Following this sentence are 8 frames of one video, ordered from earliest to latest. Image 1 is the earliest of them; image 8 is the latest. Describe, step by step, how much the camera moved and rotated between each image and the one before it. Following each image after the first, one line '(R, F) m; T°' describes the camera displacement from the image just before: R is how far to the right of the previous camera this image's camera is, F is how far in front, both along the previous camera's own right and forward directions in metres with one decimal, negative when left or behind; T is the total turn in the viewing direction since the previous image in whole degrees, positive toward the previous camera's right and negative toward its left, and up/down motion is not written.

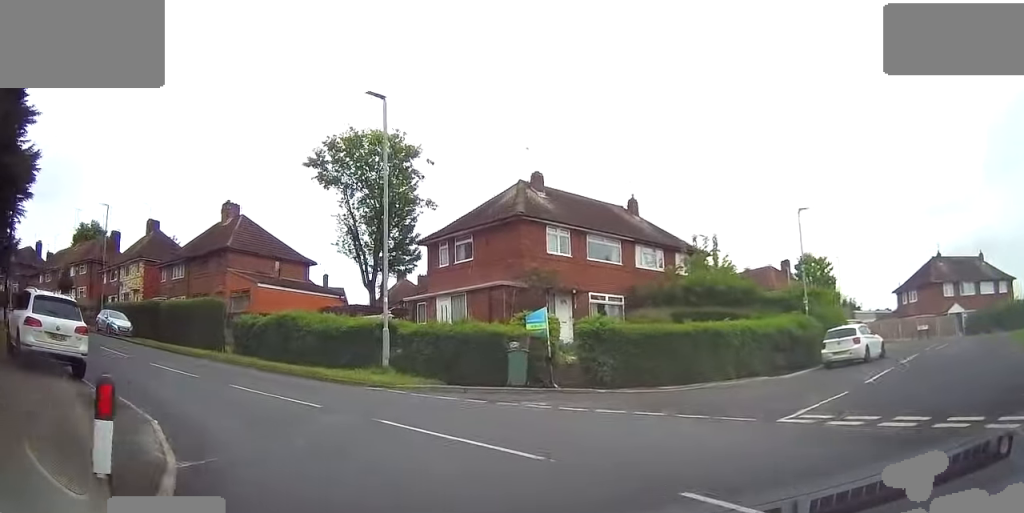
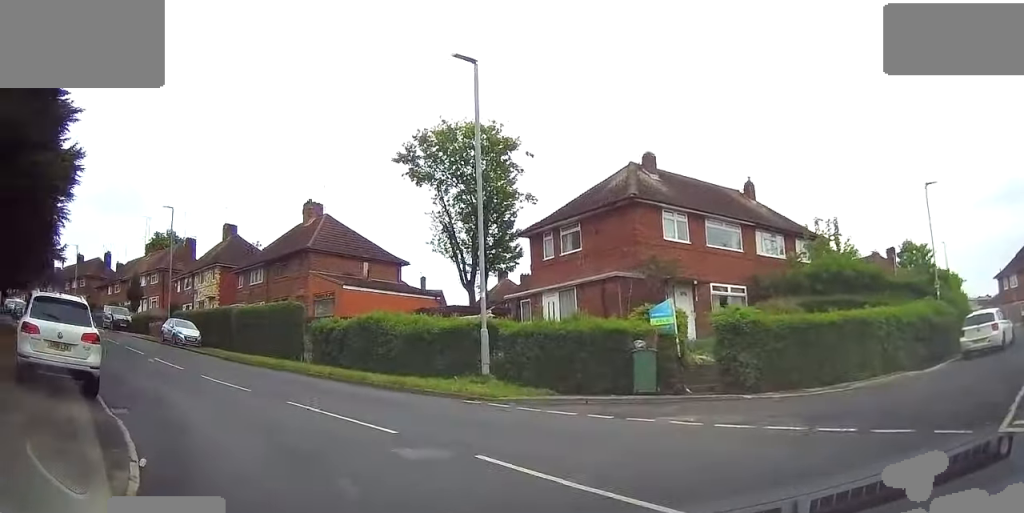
(-0.1, +3.1) m; -8°
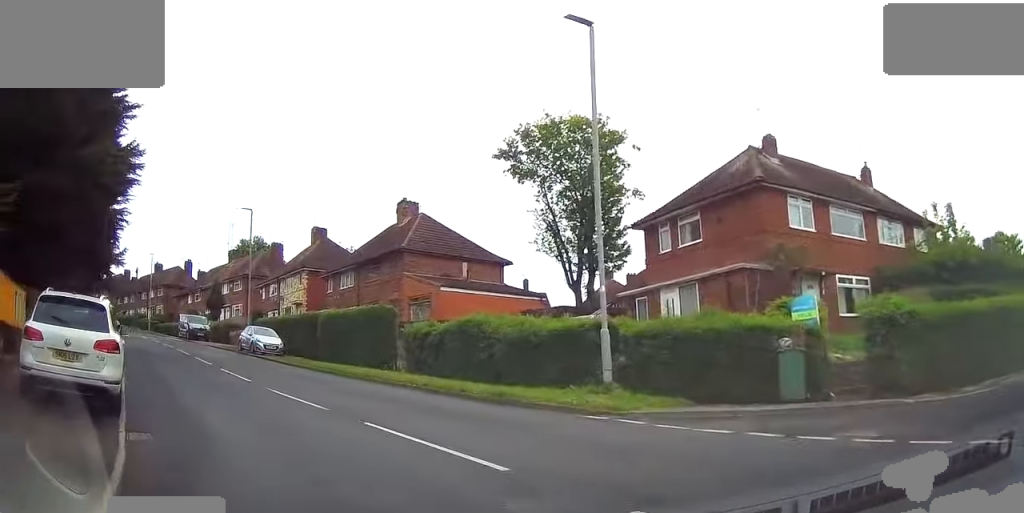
(-0.2, +2.4) m; -9°
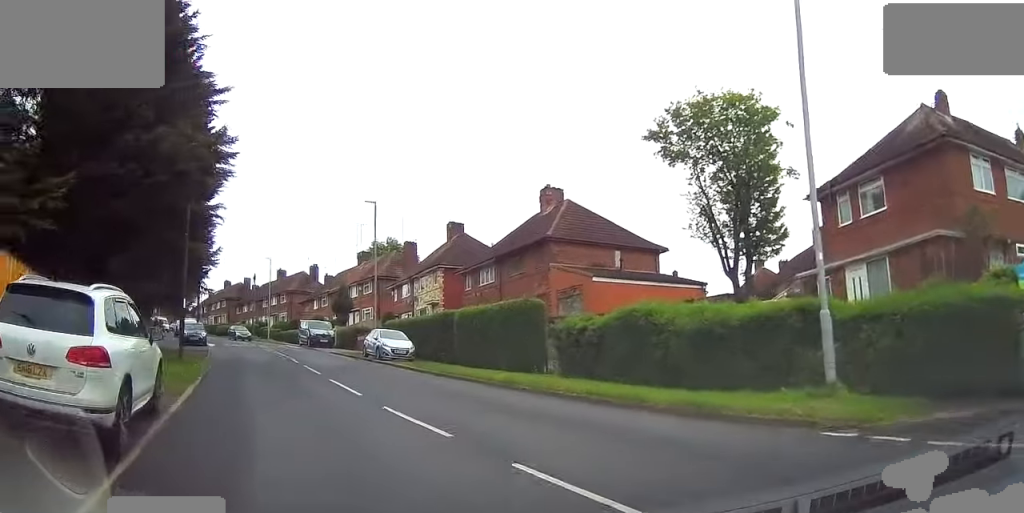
(-0.4, +3.4) m; -10°
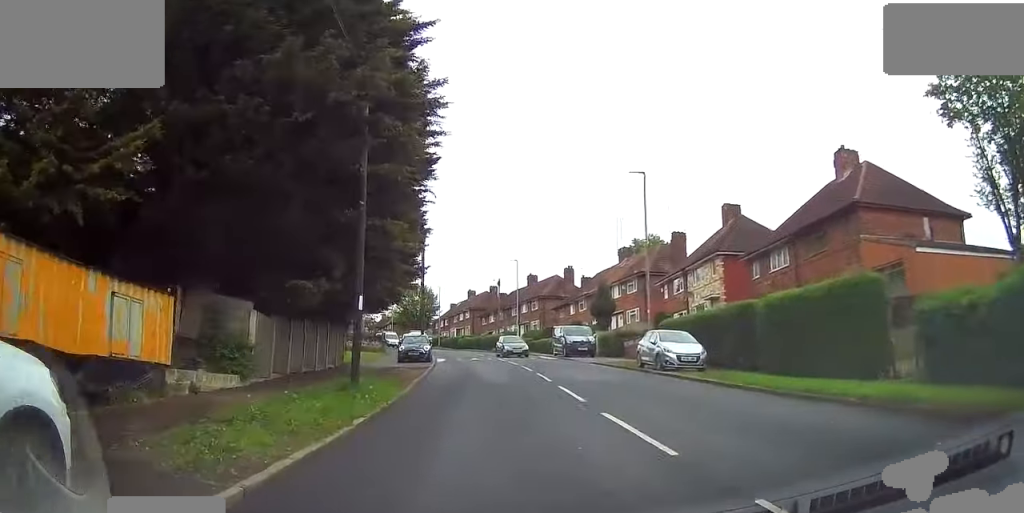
(-0.9, +6.9) m; -10°
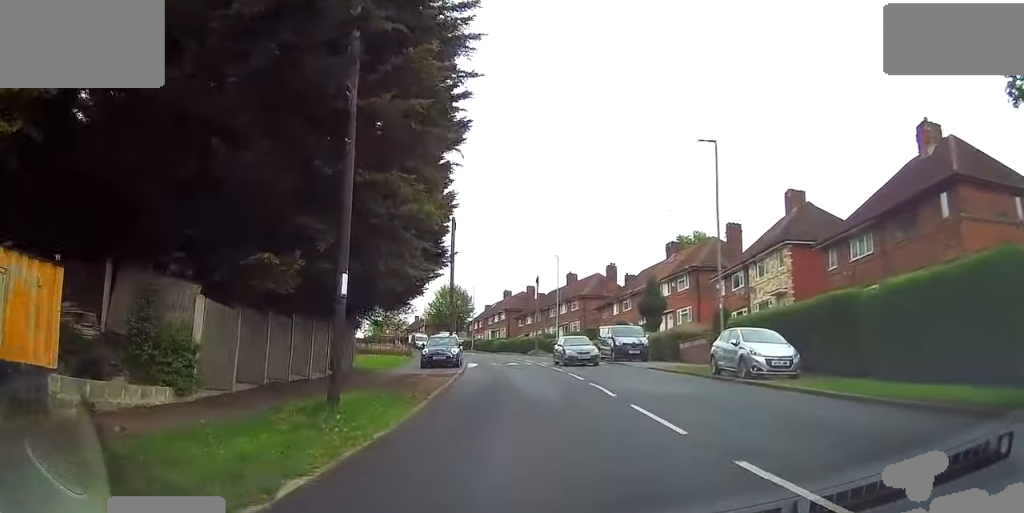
(-0.2, +4.6) m; -5°
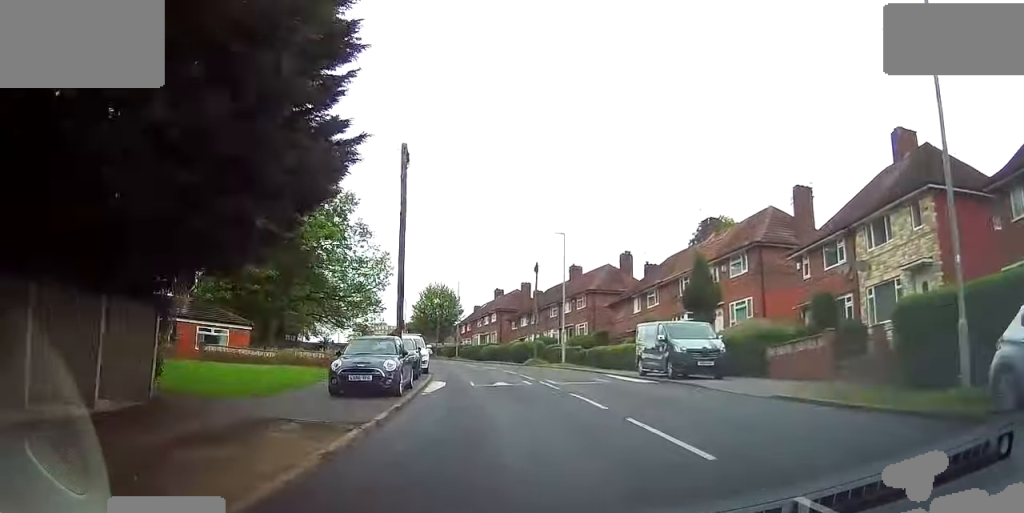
(-1.3, +13.4) m; -7°
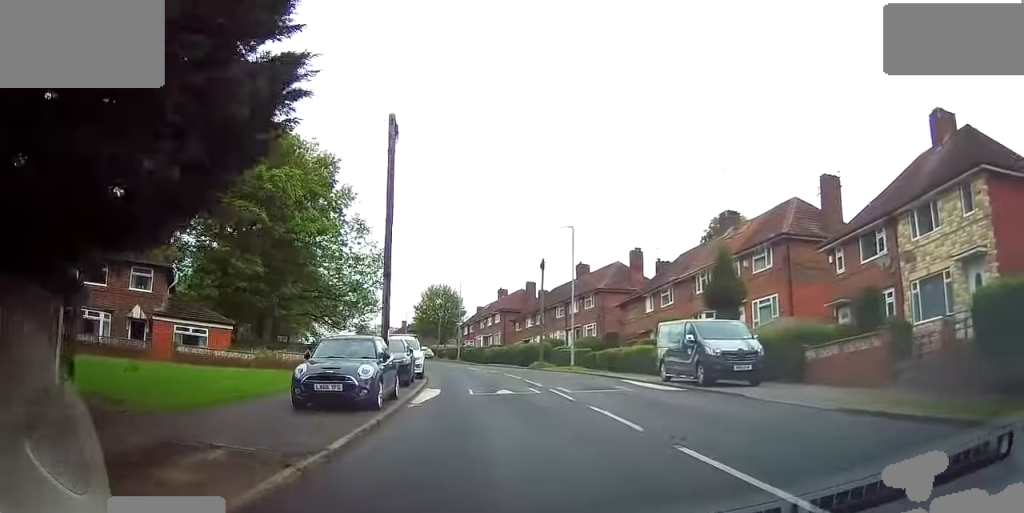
(0.0, +3.0) m; 0°
